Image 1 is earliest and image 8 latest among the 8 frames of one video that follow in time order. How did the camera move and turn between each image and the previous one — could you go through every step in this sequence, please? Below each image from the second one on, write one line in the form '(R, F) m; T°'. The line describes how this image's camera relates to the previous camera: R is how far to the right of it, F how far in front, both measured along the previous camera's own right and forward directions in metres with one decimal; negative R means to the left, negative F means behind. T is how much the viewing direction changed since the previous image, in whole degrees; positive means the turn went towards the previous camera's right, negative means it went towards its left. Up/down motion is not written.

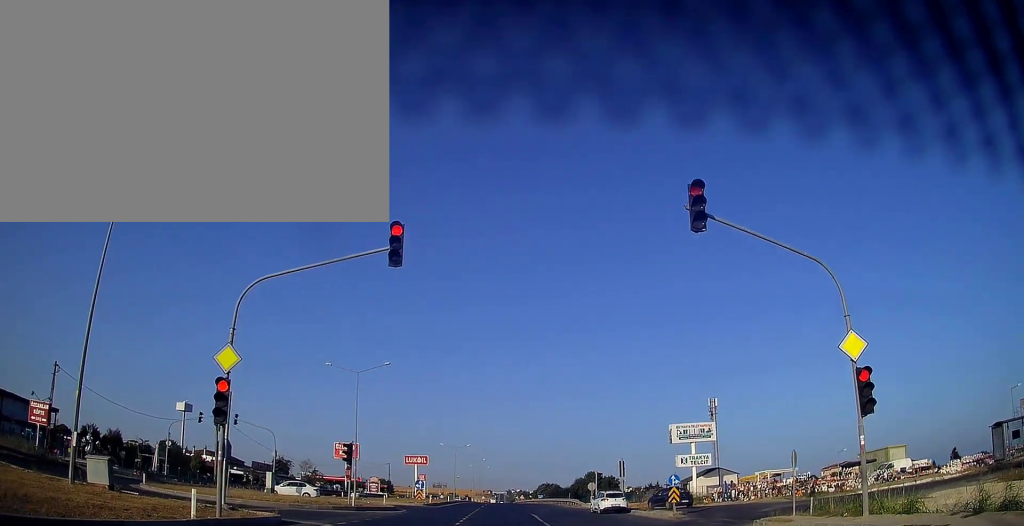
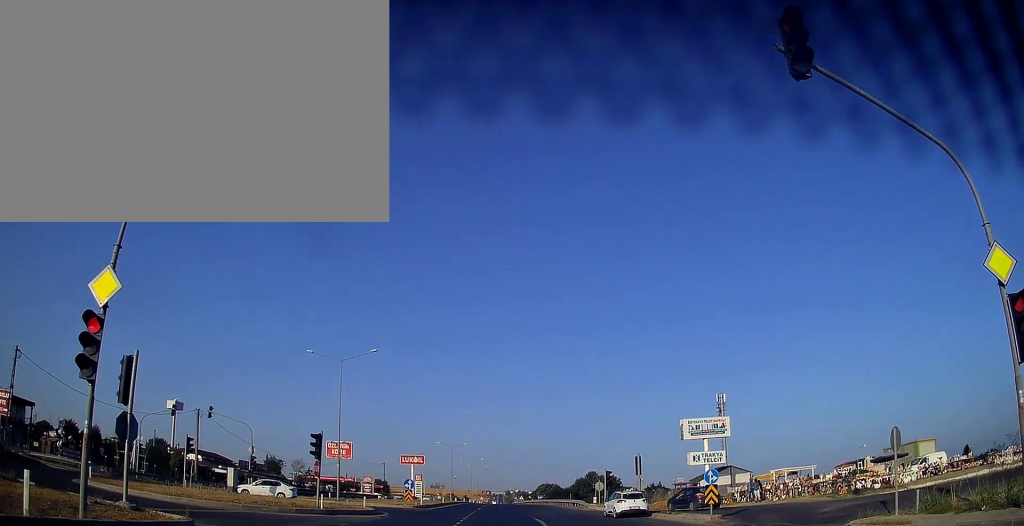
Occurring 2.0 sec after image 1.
(0.0, +4.3) m; +1°
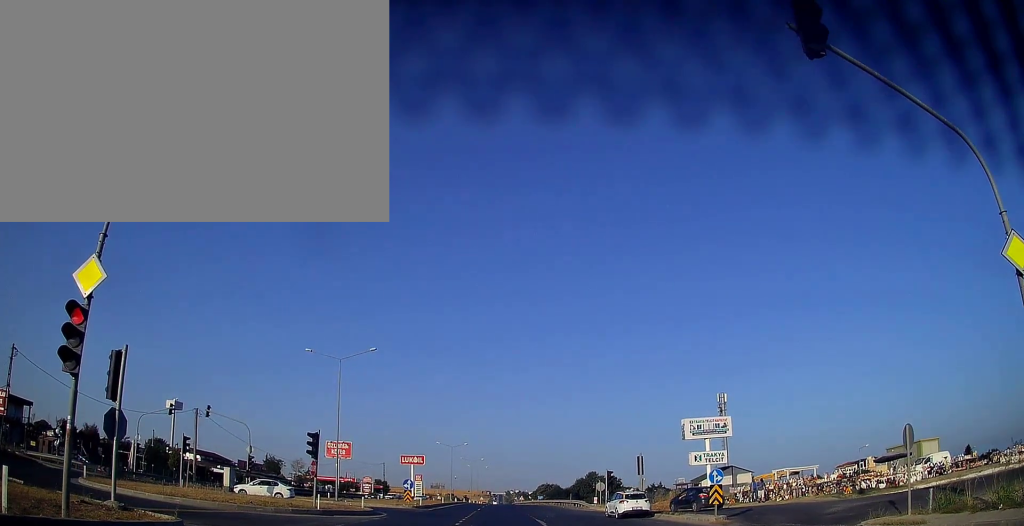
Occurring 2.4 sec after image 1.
(0.0, -0.1) m; 0°
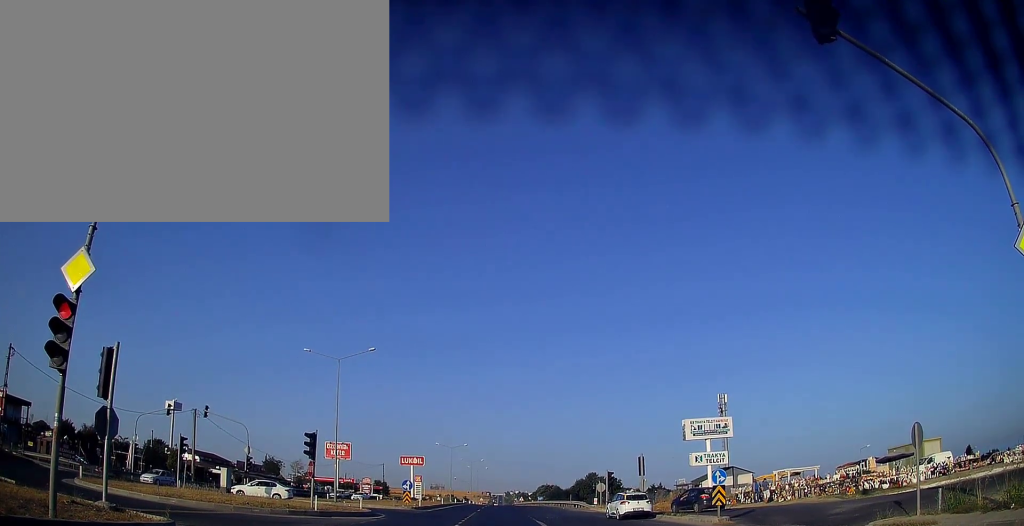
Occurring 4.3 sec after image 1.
(-0.1, -0.2) m; 0°
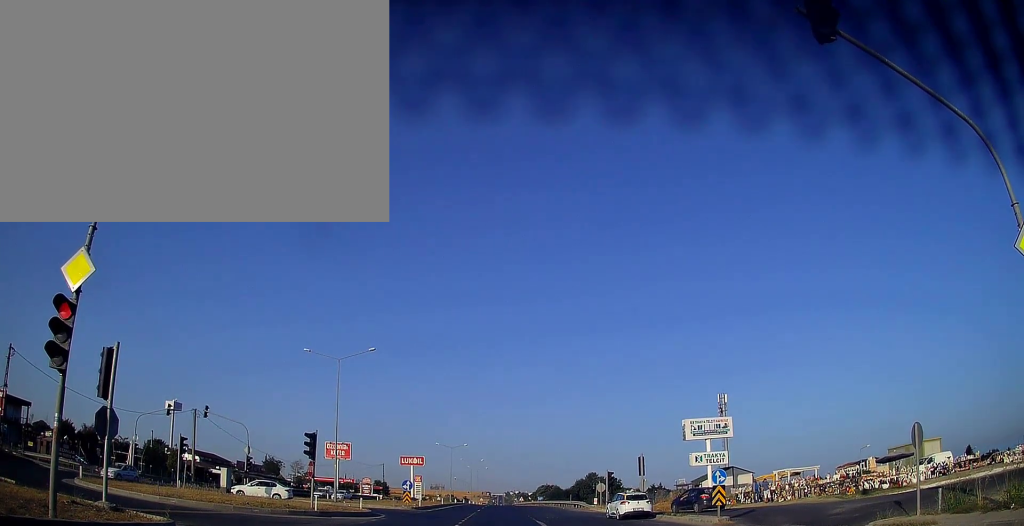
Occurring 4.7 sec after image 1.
(0.0, 0.0) m; 0°
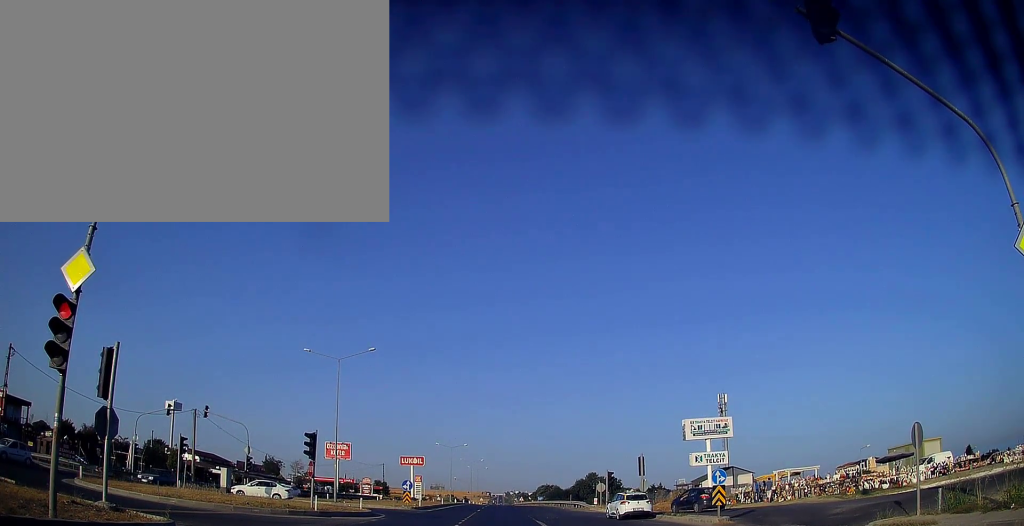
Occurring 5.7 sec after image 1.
(0.0, 0.0) m; 0°
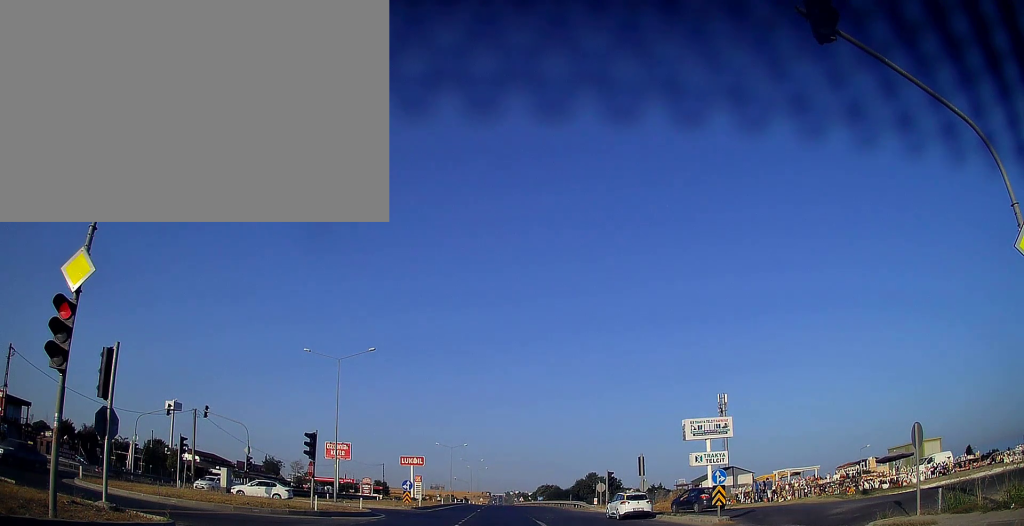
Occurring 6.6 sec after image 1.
(0.0, 0.0) m; 0°
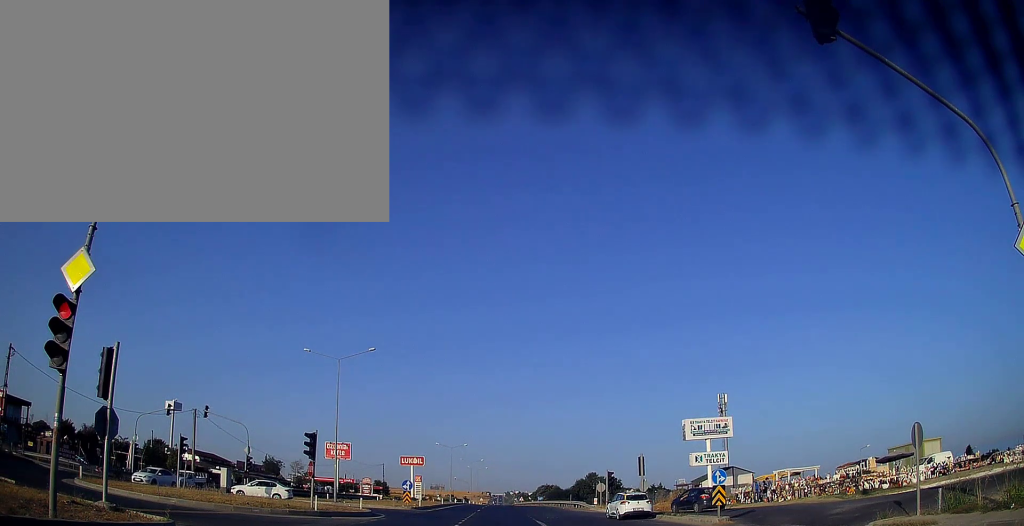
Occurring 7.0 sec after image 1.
(0.0, 0.0) m; 0°
